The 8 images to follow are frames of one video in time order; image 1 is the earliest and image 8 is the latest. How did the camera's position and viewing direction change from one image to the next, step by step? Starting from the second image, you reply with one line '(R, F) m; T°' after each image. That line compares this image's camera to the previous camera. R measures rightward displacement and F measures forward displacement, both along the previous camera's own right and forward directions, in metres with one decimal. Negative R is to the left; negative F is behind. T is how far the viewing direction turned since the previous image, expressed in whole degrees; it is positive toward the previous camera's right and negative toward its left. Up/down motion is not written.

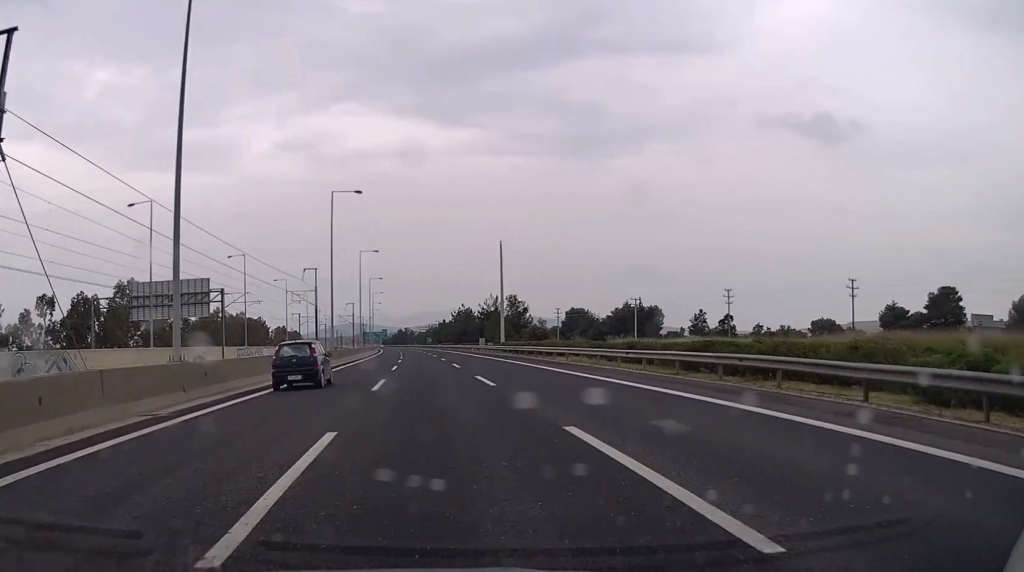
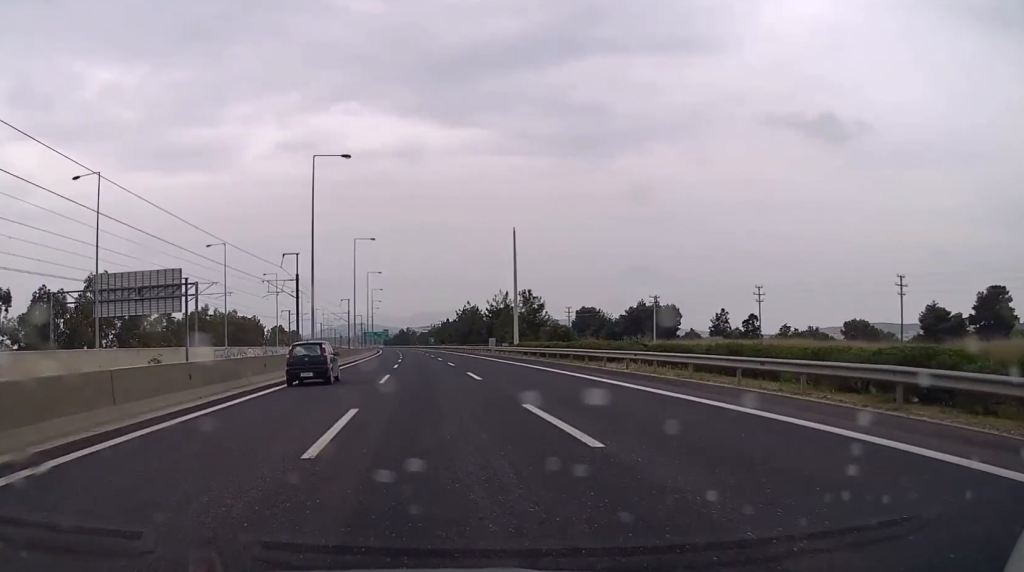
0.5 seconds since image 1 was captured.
(-0.1, +13.9) m; 0°
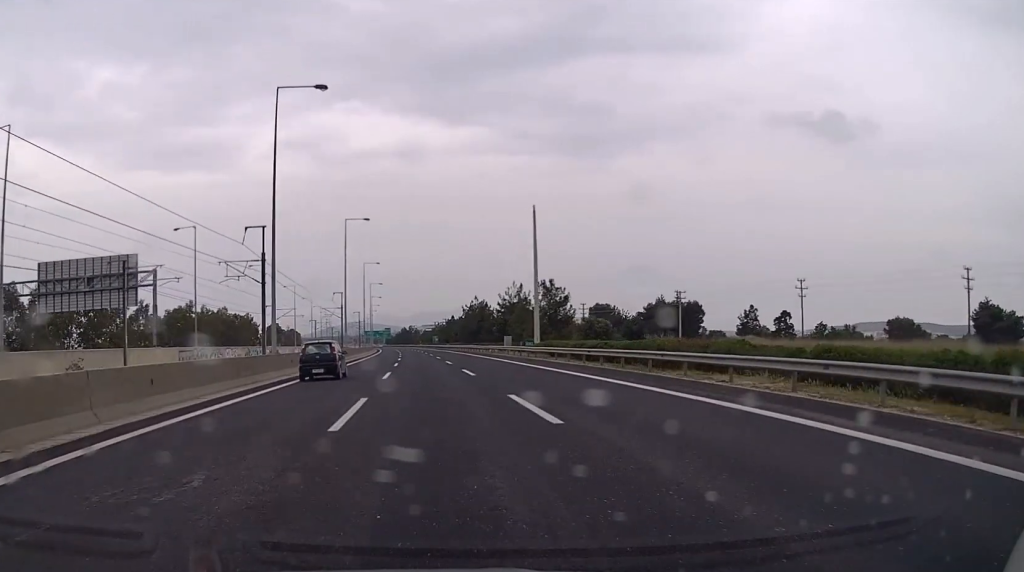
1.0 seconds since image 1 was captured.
(+0.1, +14.9) m; 0°
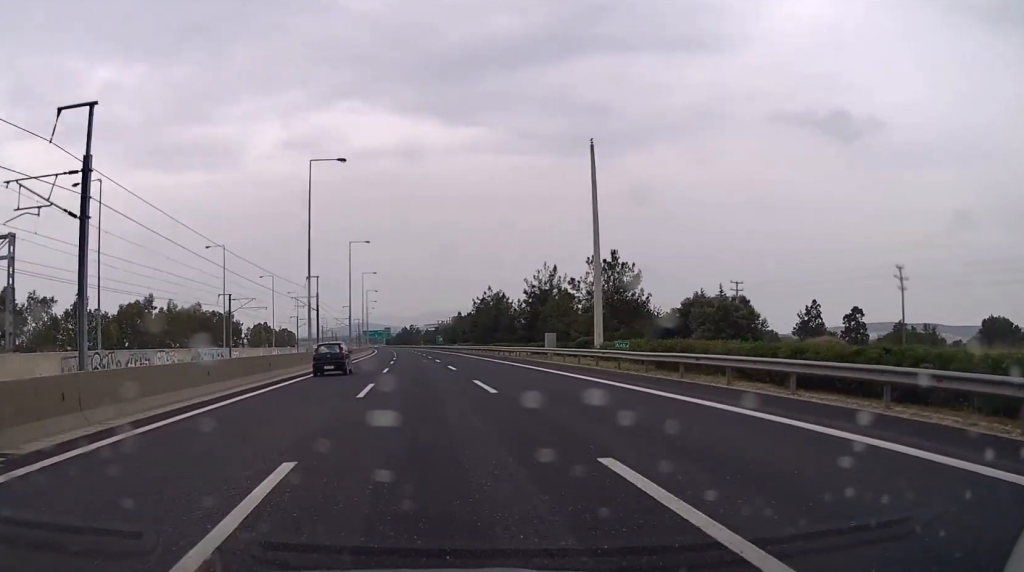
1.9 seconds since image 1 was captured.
(0.0, +27.8) m; 0°
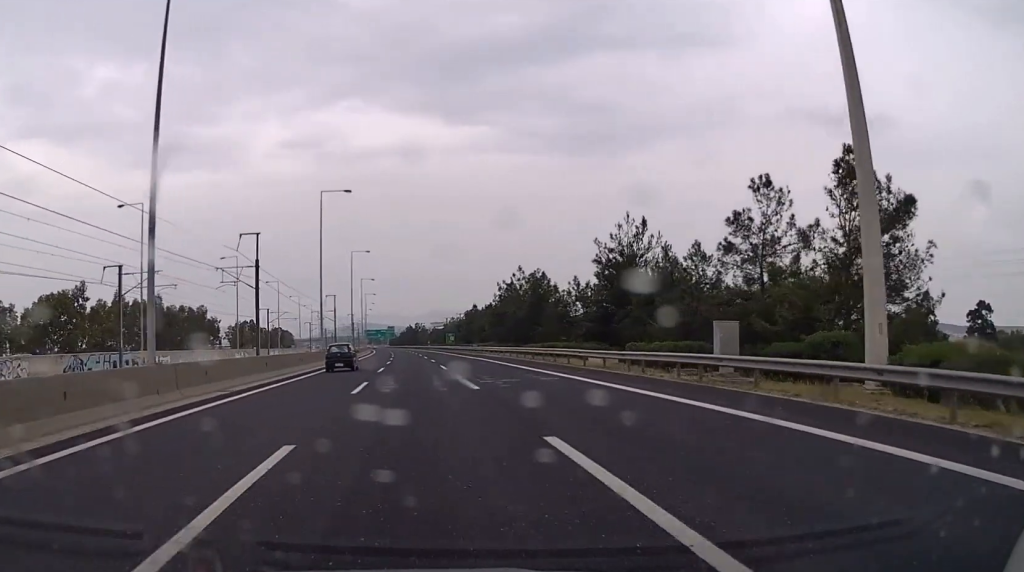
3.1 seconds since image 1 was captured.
(-0.2, +34.7) m; 0°
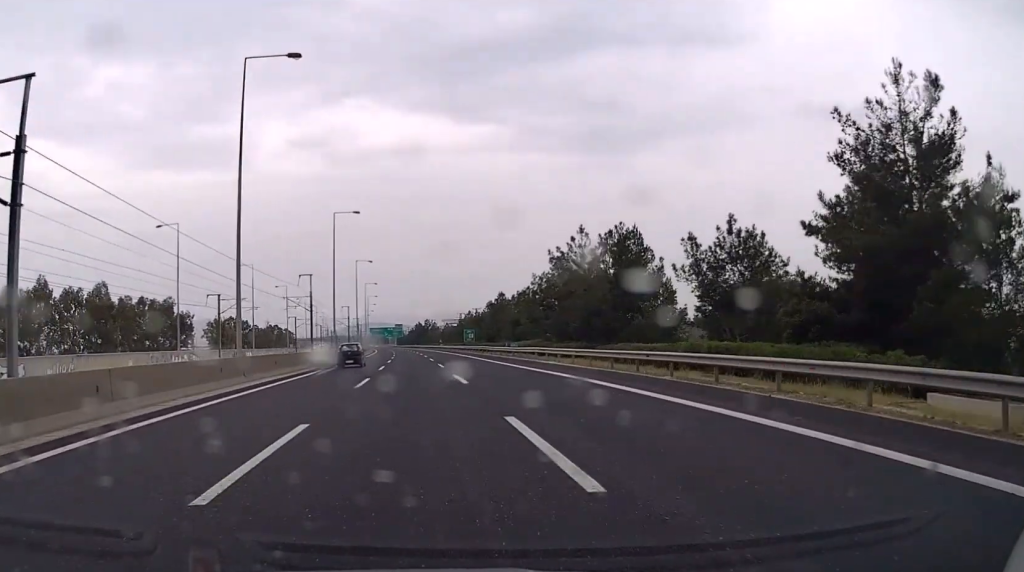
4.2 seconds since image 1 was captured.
(-0.1, +32.8) m; -1°
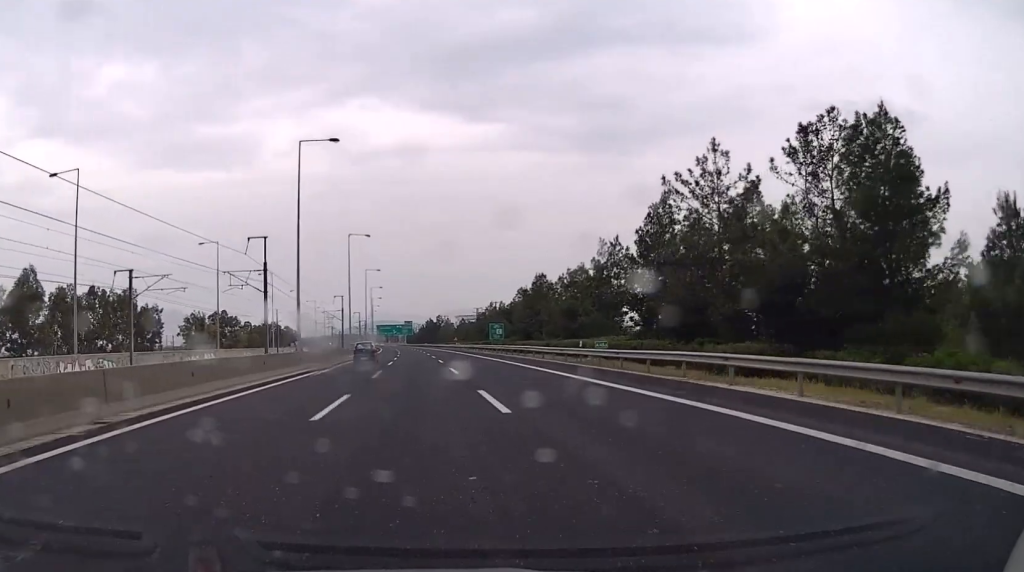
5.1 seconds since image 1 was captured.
(-0.2, +28.8) m; 0°
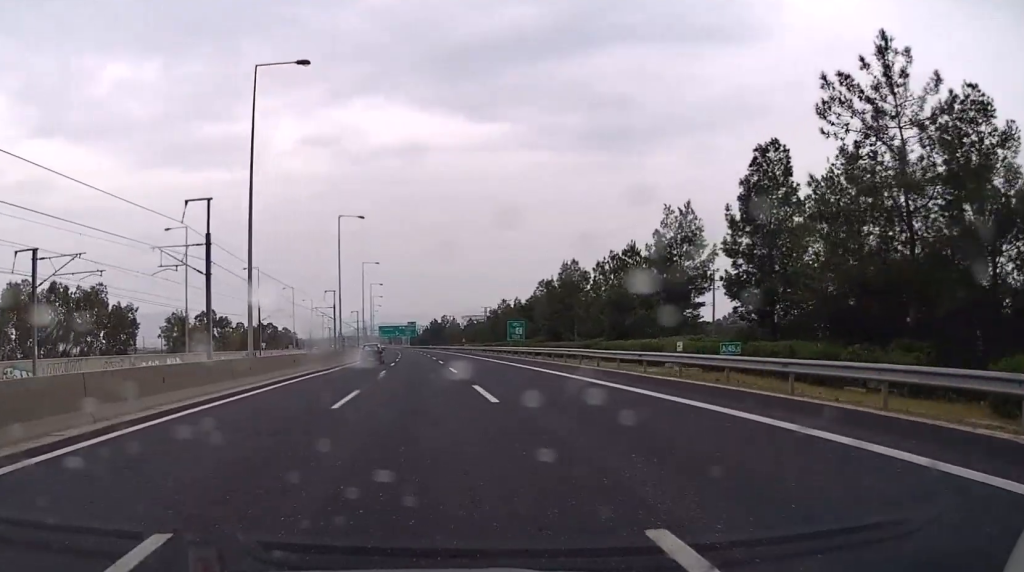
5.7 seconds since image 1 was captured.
(0.0, +15.9) m; 0°
